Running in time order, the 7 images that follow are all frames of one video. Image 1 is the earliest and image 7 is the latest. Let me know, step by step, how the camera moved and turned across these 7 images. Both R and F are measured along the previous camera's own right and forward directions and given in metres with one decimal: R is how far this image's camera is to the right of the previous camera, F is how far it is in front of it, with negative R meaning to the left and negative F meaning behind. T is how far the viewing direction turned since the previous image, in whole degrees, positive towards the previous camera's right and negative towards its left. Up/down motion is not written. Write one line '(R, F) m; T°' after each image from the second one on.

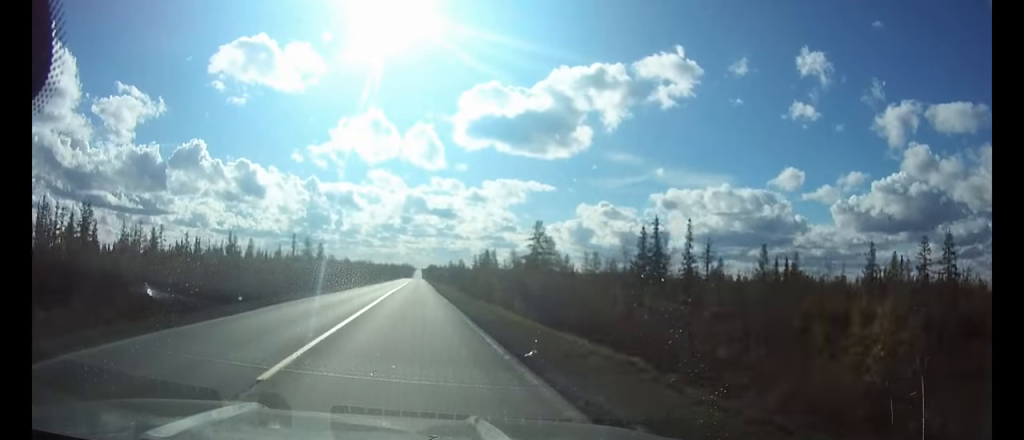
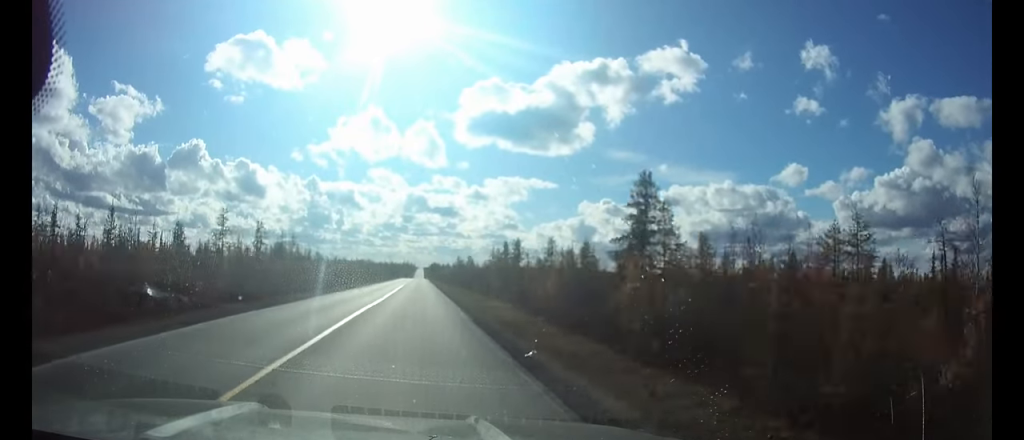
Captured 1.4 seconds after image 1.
(-0.1, +38.9) m; 0°
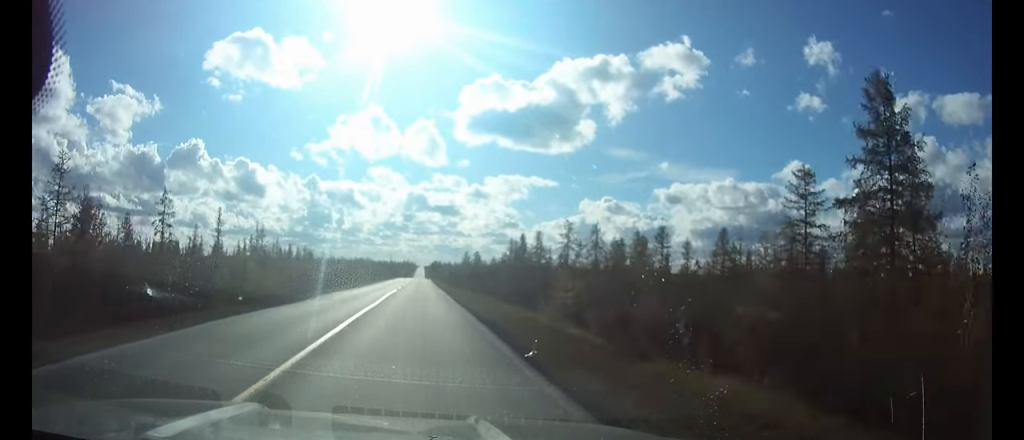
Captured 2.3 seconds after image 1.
(0.0, +25.8) m; 0°
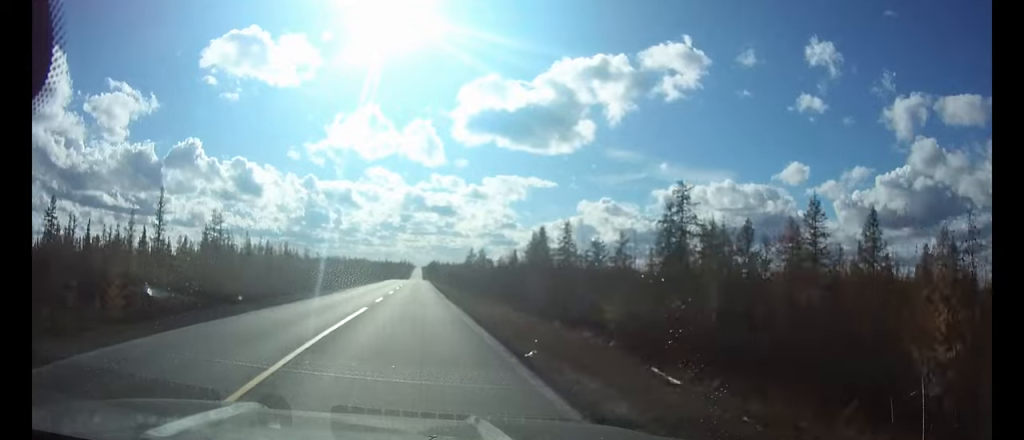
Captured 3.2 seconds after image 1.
(0.0, +24.6) m; 0°
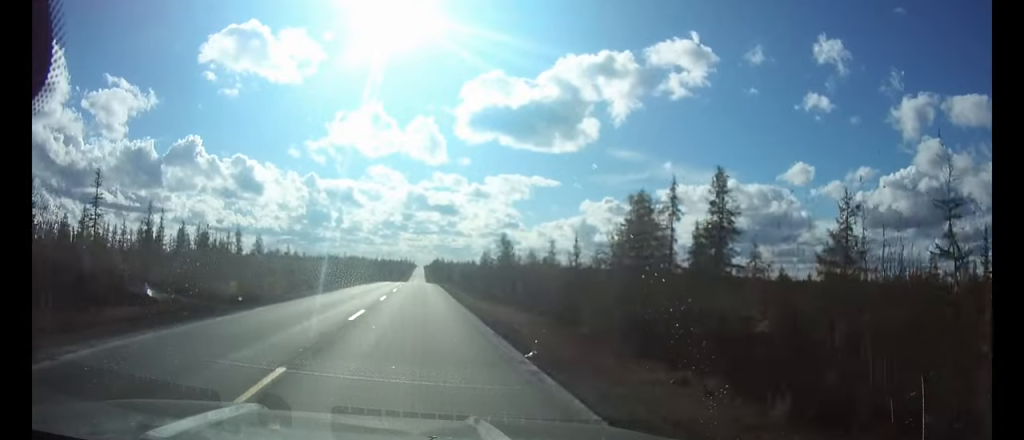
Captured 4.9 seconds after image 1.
(-0.1, +48.2) m; 0°
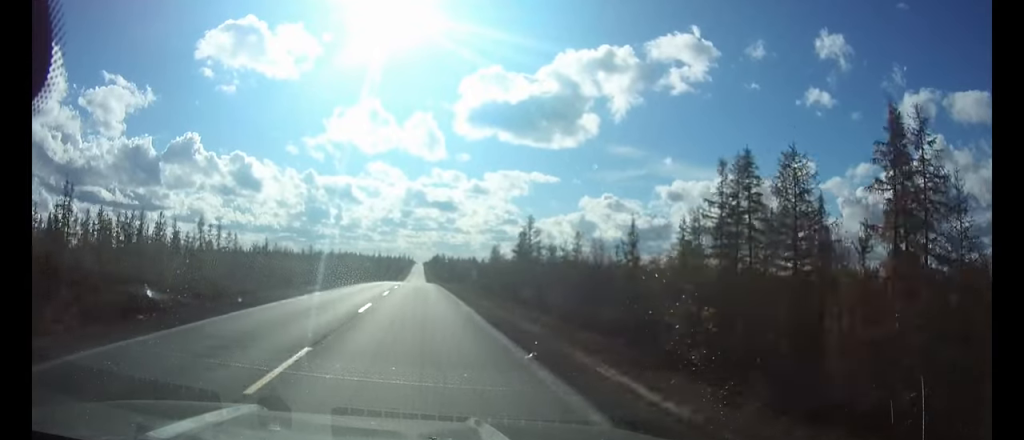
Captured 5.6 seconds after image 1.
(0.0, +21.1) m; 0°
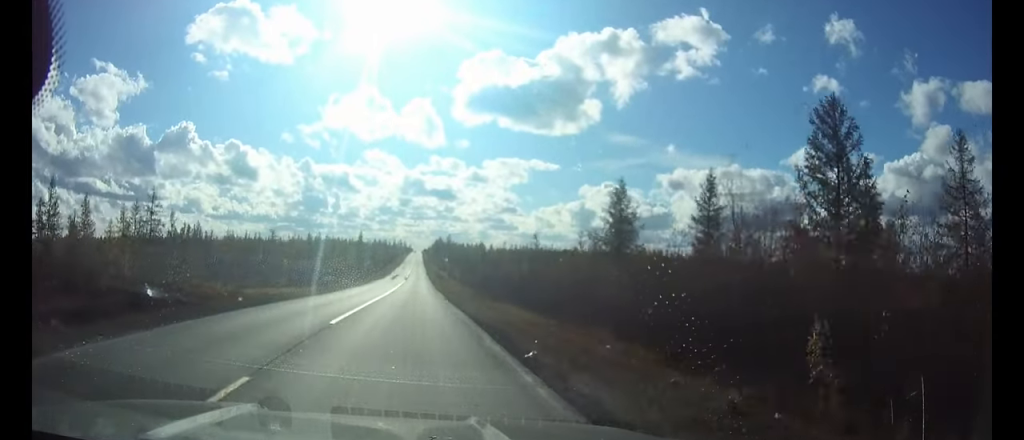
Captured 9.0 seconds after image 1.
(+0.2, +86.1) m; 0°
